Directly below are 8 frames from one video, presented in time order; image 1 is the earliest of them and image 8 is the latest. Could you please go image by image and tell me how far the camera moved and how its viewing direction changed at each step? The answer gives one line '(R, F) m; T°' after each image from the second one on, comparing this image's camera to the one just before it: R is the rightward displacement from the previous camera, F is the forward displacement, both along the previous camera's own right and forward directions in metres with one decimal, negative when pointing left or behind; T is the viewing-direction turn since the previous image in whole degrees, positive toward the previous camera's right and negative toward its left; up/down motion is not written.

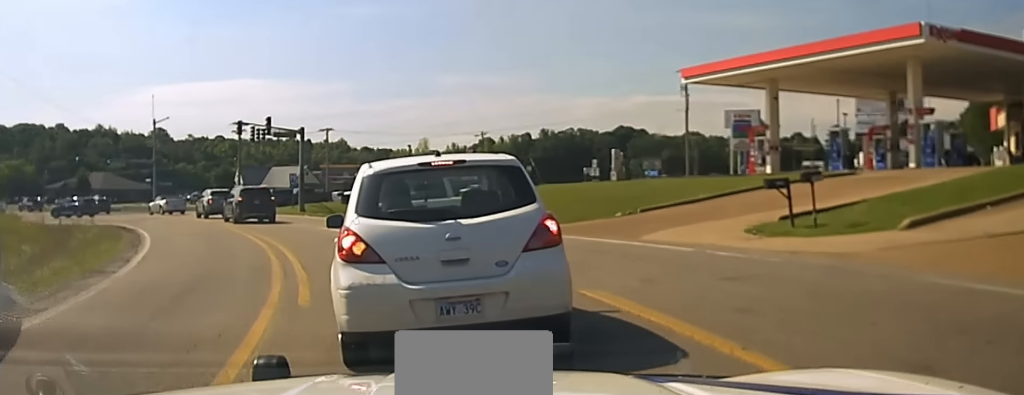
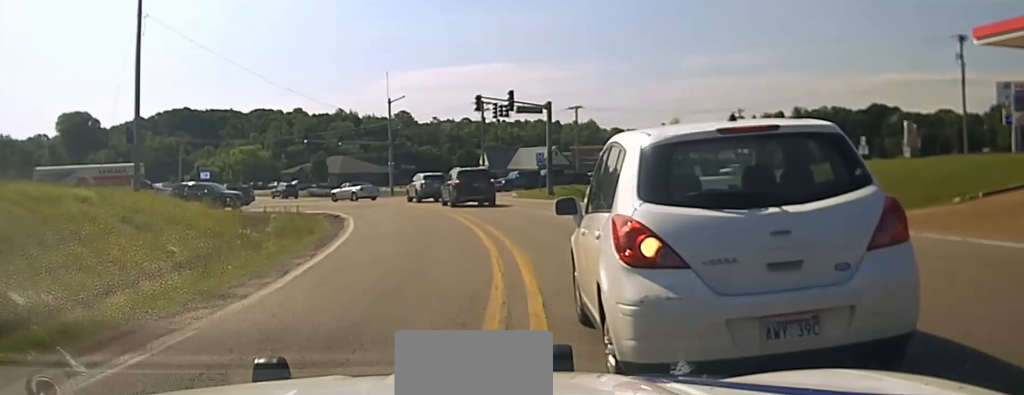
(-0.9, +7.6) m; -18°
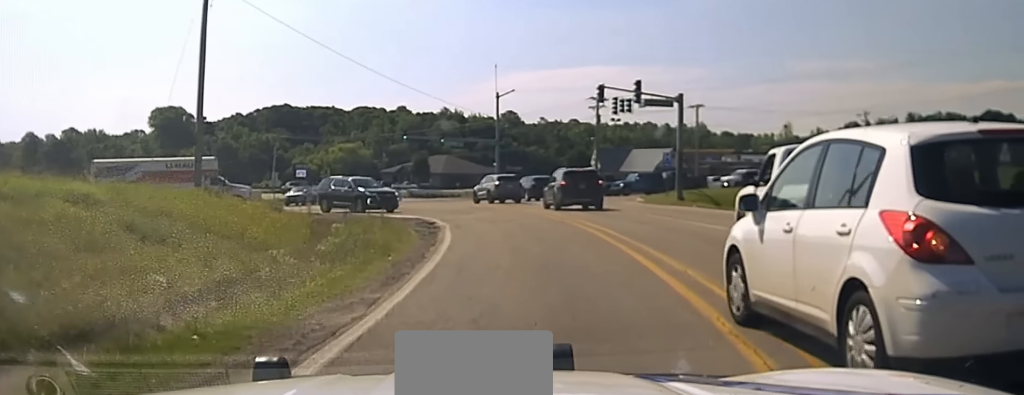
(-1.2, +8.7) m; -5°
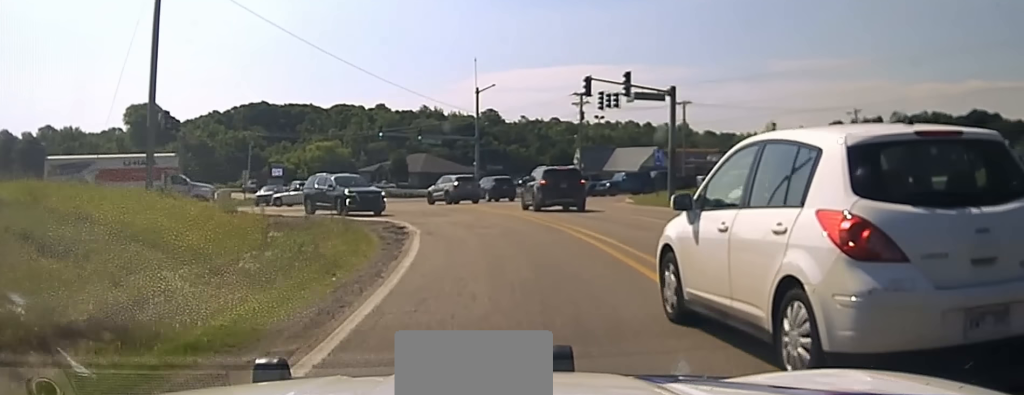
(+0.1, +3.5) m; +2°
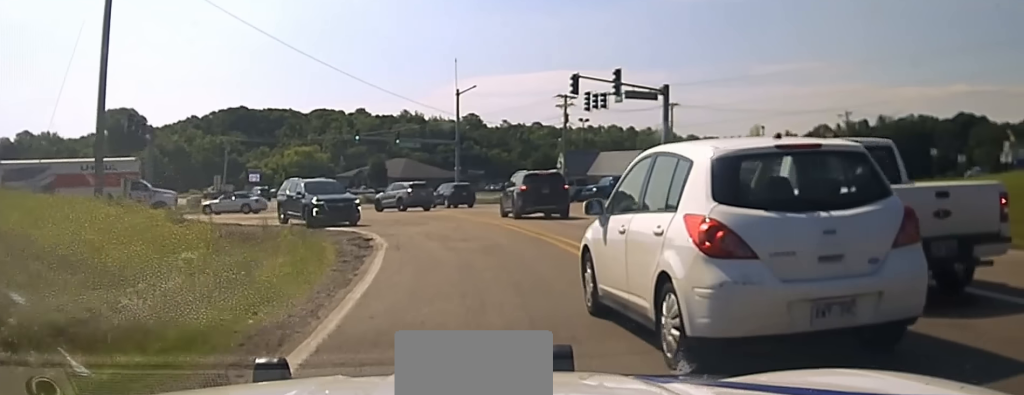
(0.0, +3.1) m; 0°
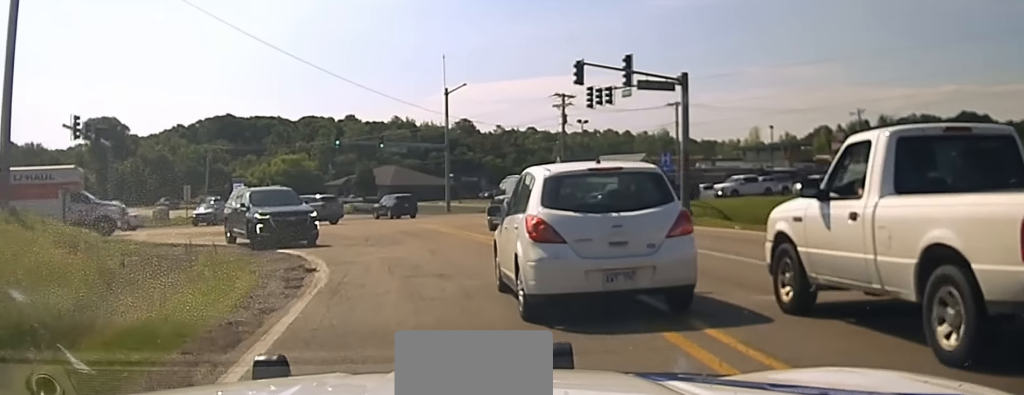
(0.0, +7.2) m; -1°
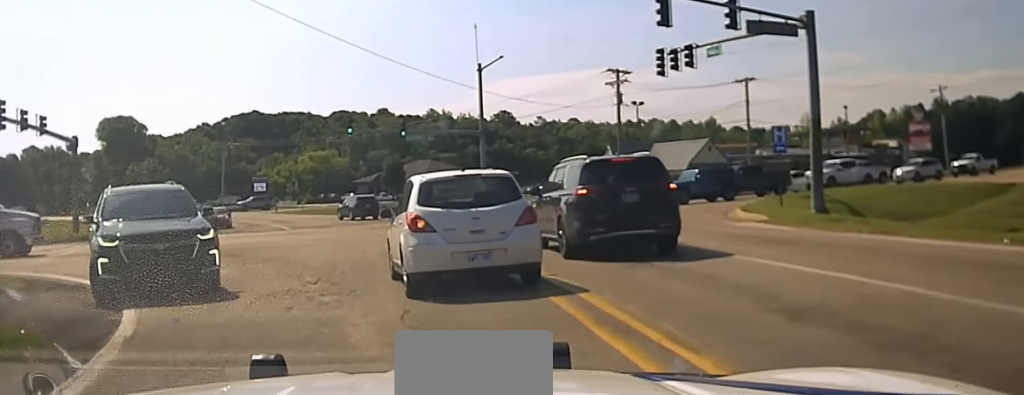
(-0.3, +11.2) m; -3°
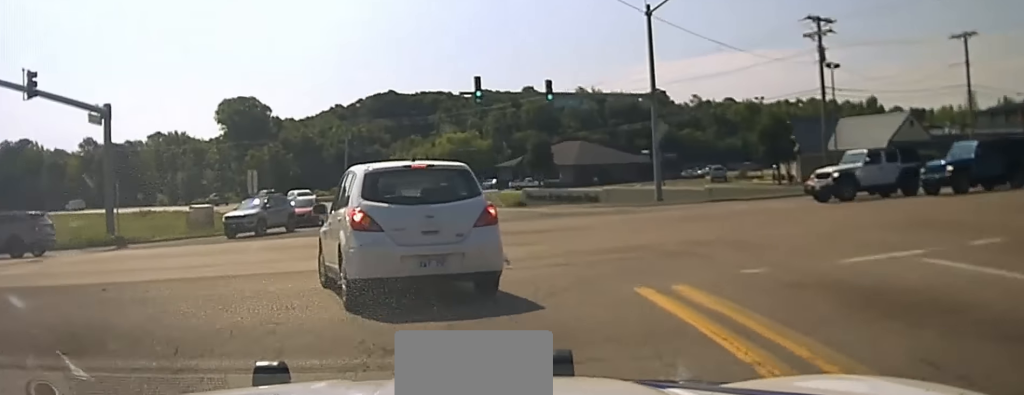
(-0.1, +13.0) m; -6°
